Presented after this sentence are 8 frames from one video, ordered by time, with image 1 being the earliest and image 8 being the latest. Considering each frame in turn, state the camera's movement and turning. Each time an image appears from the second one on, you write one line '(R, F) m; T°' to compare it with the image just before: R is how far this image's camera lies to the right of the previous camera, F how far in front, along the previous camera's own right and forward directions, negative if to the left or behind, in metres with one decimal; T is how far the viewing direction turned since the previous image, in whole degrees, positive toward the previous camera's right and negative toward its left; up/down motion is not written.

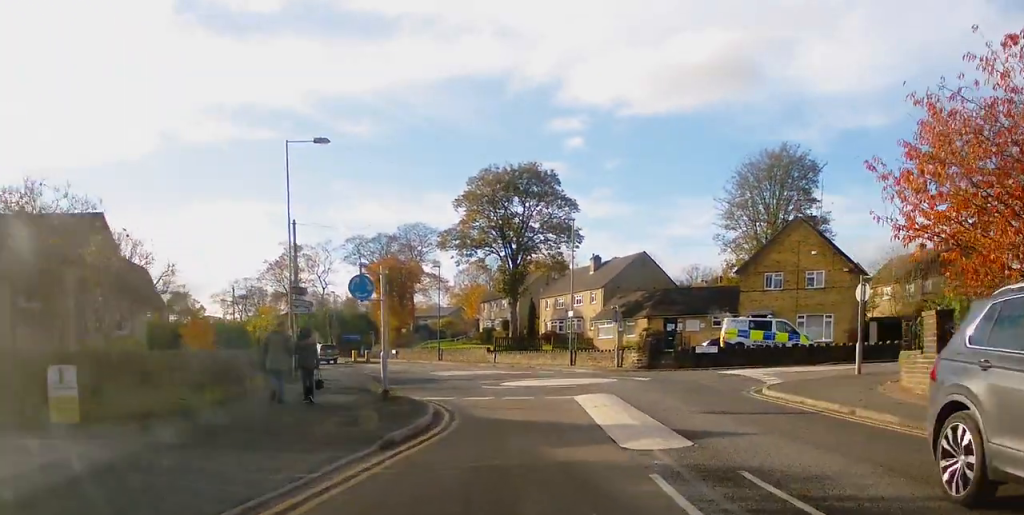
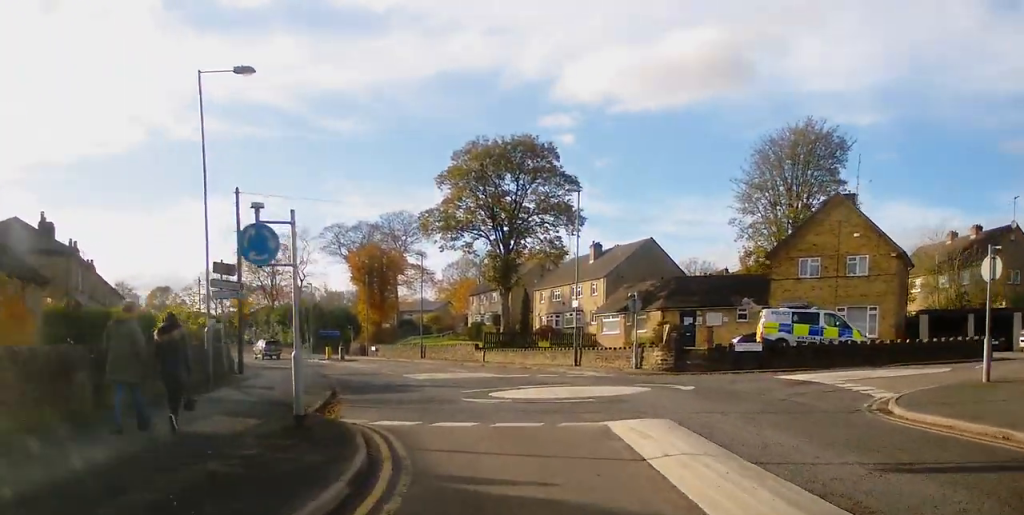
(0.0, +7.4) m; +3°
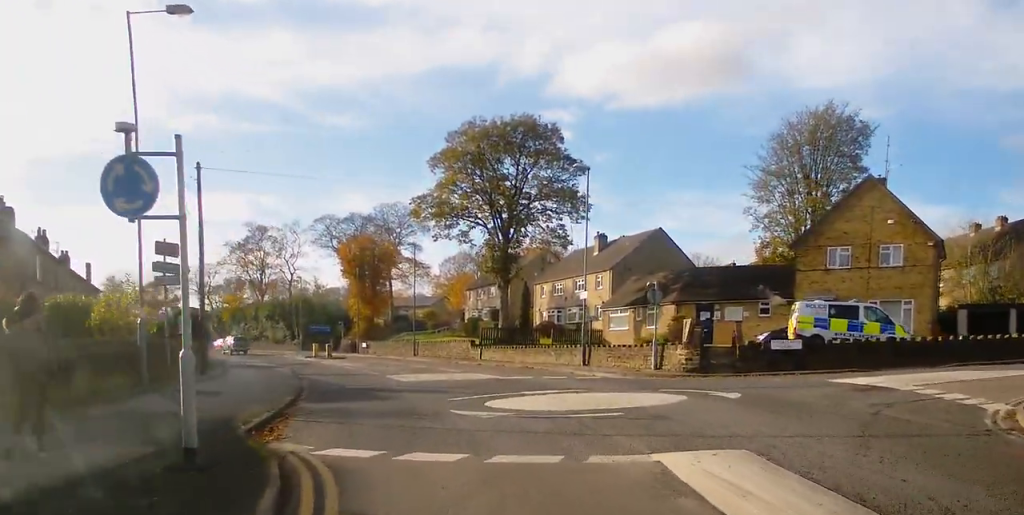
(+0.1, +4.1) m; -1°
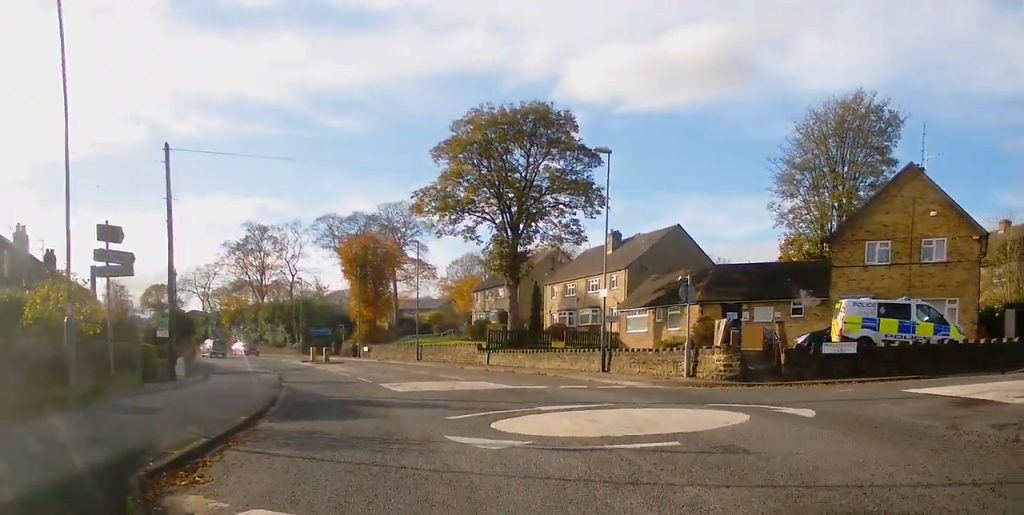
(+0.3, +3.7) m; -2°
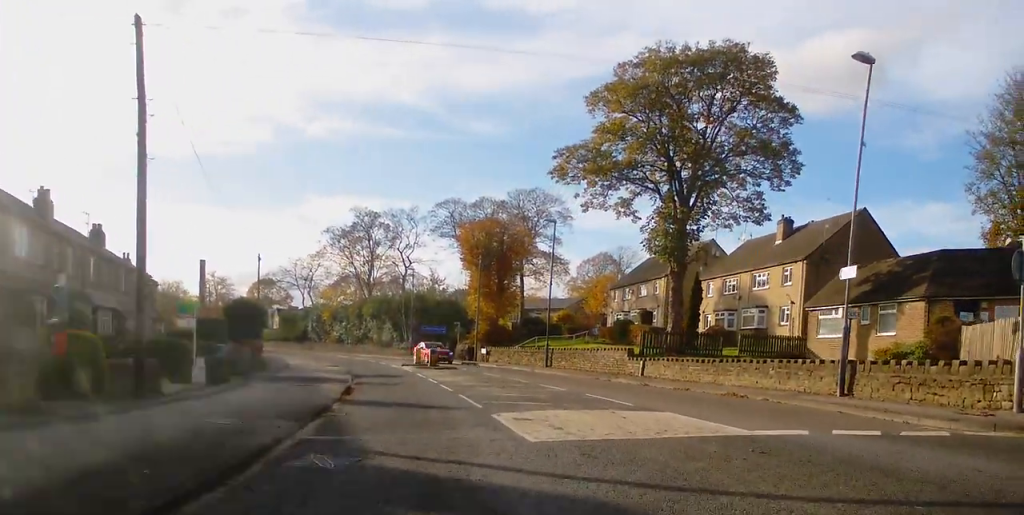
(-1.4, +11.0) m; -3°
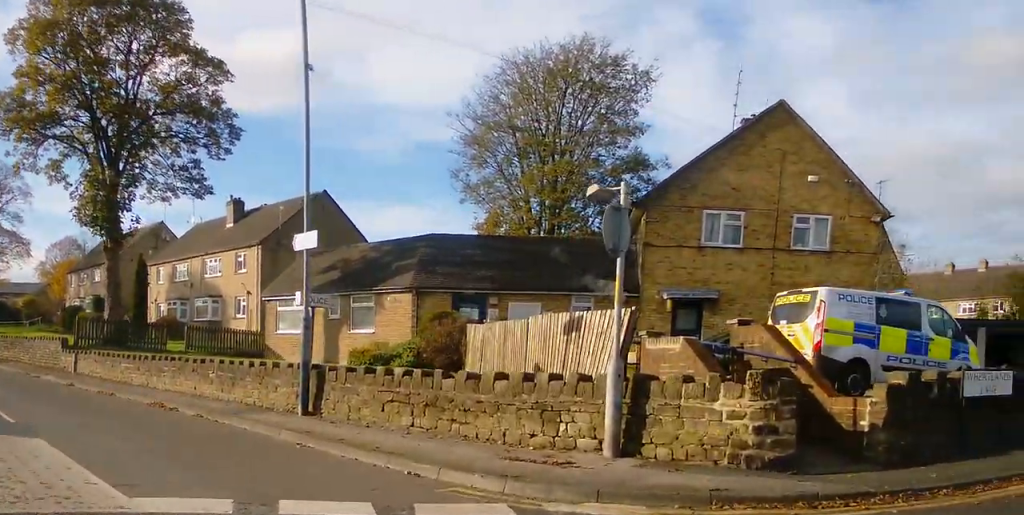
(+0.7, +5.8) m; +33°
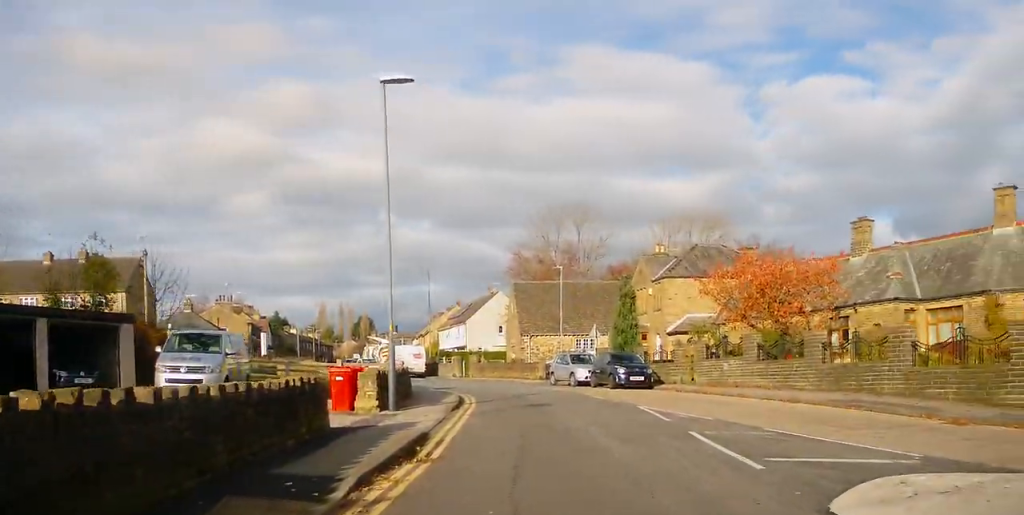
(+4.1, +5.2) m; +59°
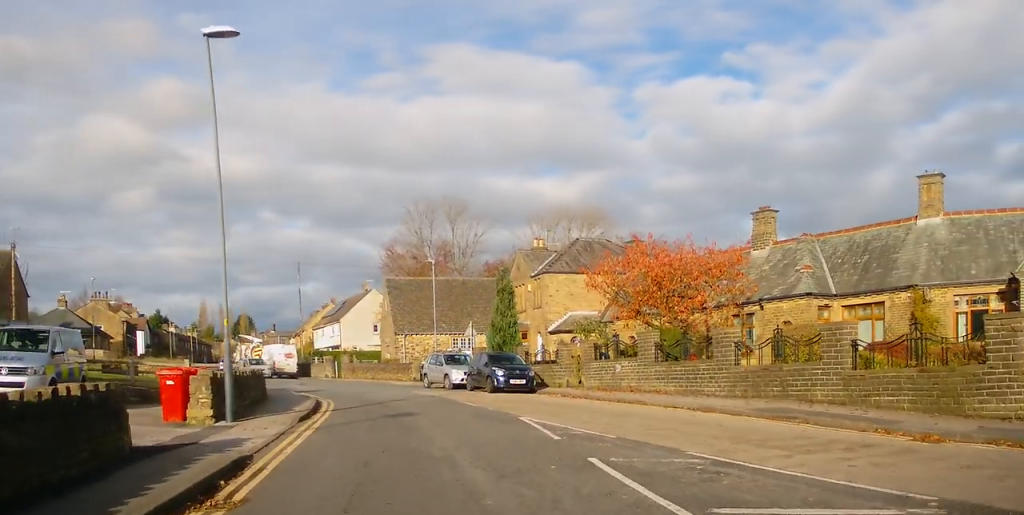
(+0.3, +2.5) m; +9°
